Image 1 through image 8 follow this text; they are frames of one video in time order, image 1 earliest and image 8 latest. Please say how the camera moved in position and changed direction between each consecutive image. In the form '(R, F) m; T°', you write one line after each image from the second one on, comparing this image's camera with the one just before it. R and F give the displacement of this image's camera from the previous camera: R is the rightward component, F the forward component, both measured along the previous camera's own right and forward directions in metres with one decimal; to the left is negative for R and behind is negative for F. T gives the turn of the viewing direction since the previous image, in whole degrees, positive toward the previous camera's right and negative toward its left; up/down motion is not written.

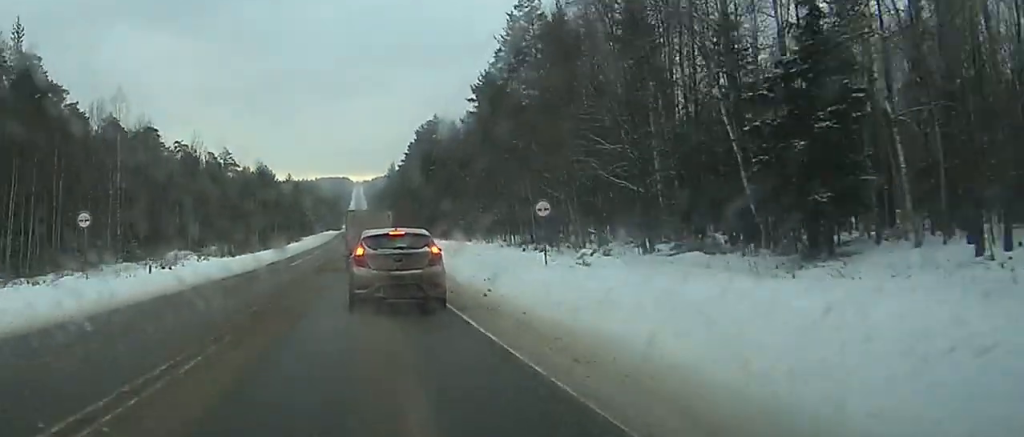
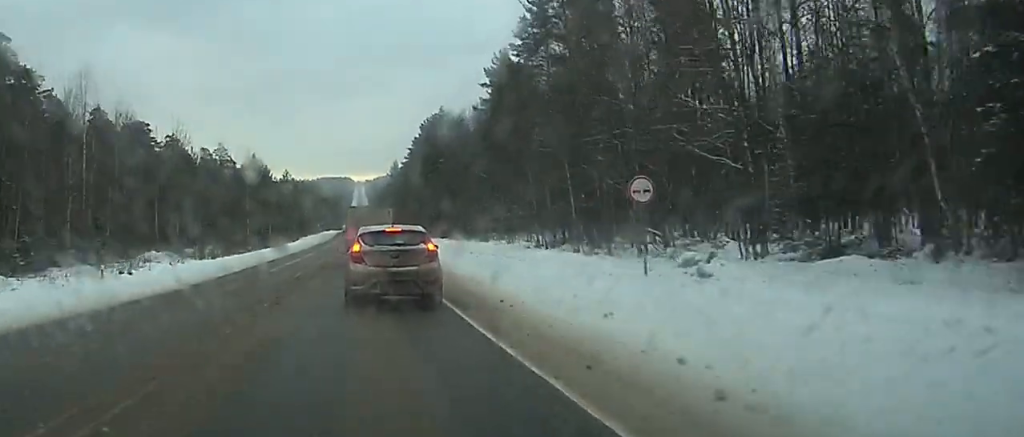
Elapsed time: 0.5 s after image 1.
(+0.1, +9.9) m; 0°
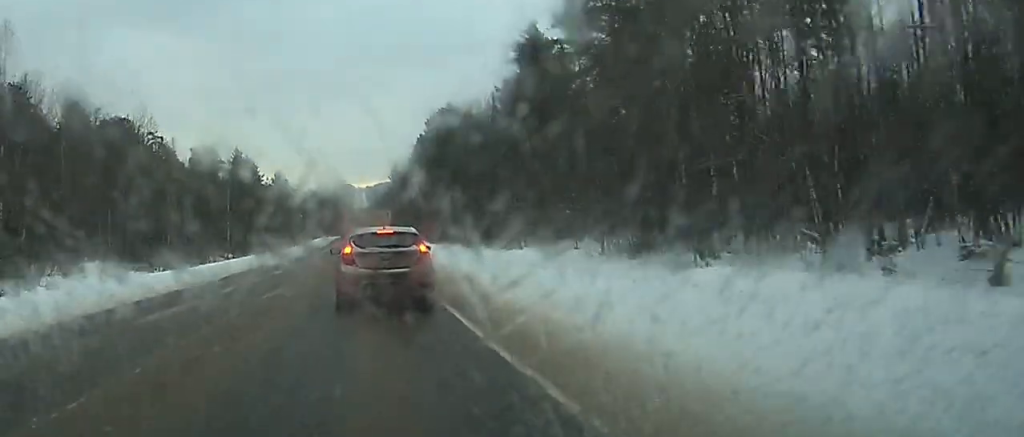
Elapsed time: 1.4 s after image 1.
(+0.1, +17.4) m; -1°
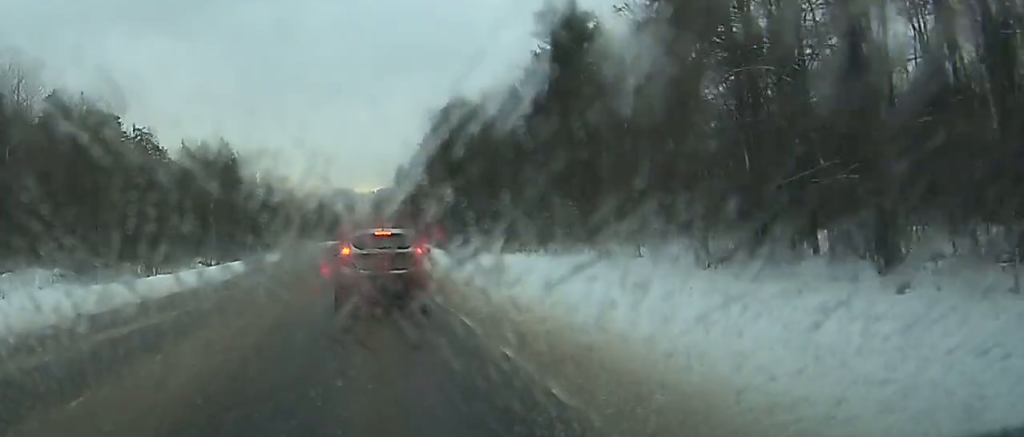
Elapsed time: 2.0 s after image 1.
(-0.2, +14.1) m; -1°
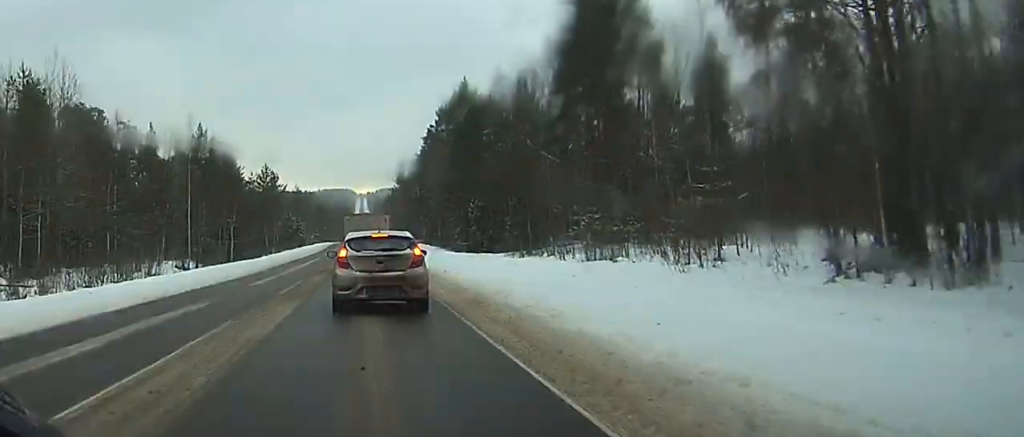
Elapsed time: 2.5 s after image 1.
(-0.1, +11.9) m; 0°
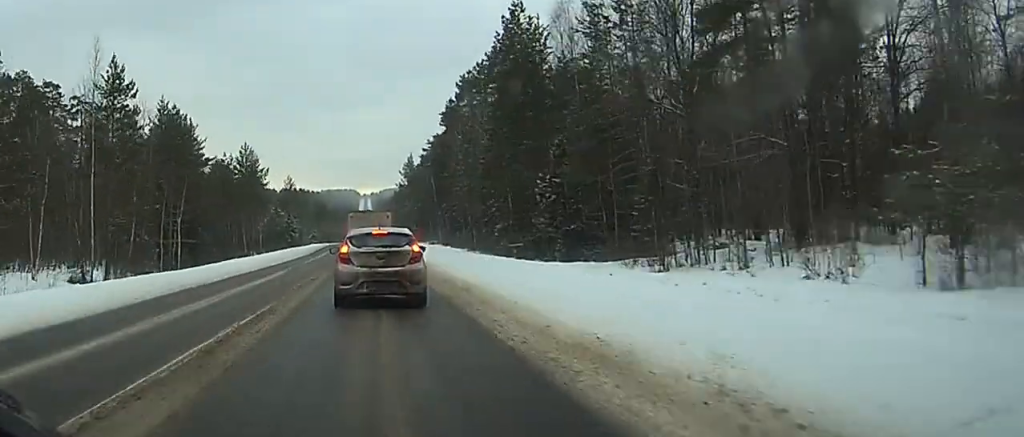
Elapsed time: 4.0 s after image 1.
(0.0, +32.7) m; 0°
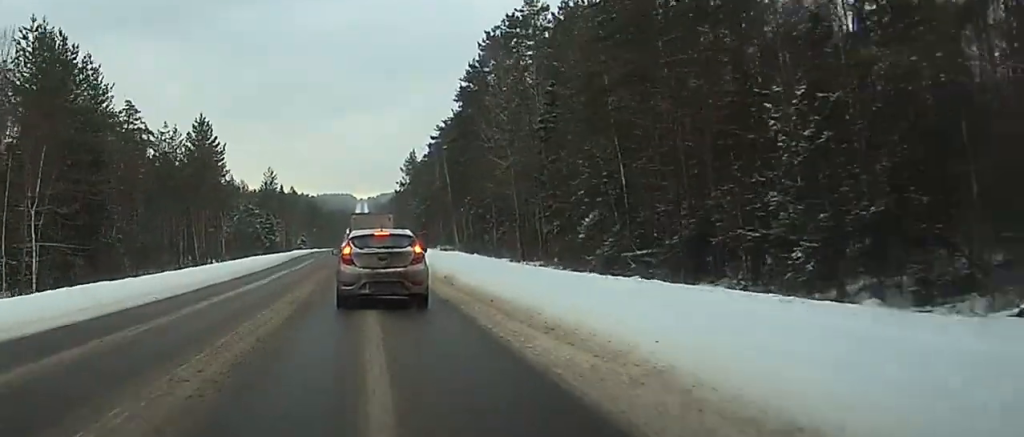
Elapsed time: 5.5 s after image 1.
(+0.2, +32.3) m; +1°
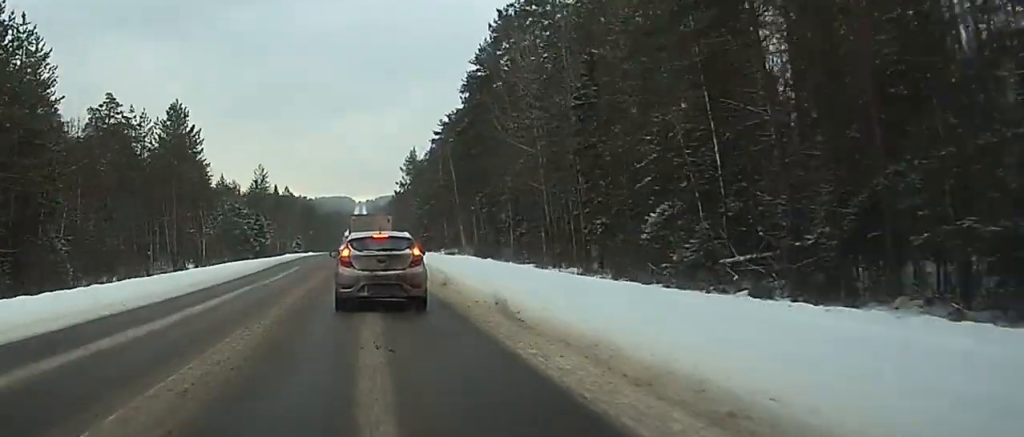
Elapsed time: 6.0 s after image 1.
(+0.1, +11.3) m; 0°
